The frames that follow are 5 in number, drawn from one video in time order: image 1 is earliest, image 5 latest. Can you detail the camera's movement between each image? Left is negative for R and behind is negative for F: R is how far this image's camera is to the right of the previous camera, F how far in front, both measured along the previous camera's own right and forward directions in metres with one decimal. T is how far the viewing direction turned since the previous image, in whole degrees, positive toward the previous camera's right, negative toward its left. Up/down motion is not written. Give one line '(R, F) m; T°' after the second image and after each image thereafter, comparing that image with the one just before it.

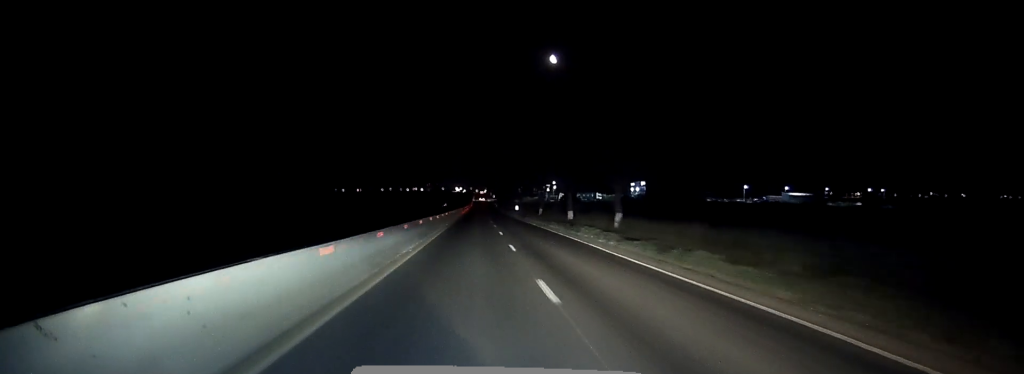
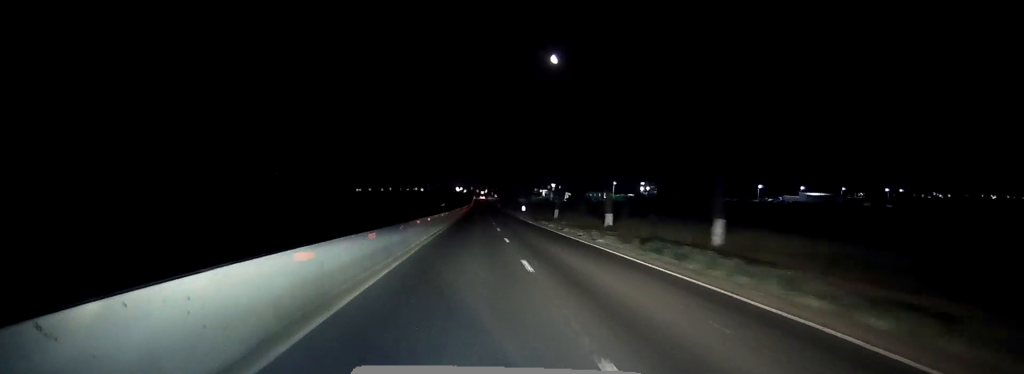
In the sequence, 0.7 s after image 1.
(0.0, +19.4) m; 0°
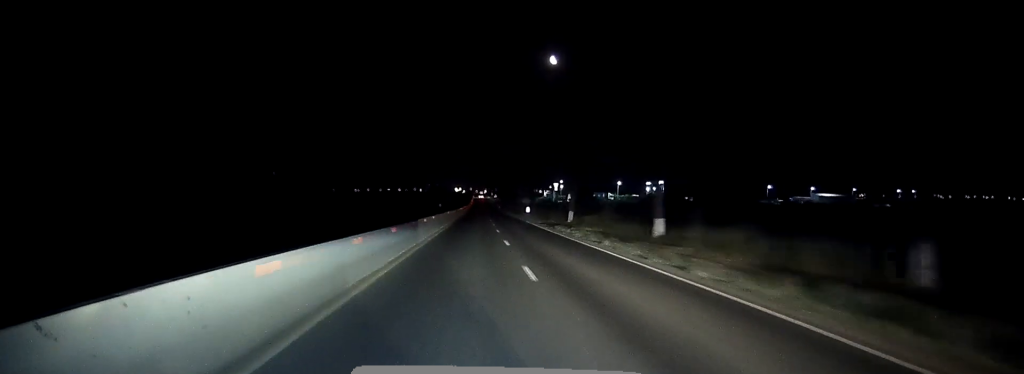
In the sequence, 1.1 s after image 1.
(0.0, +13.6) m; 0°
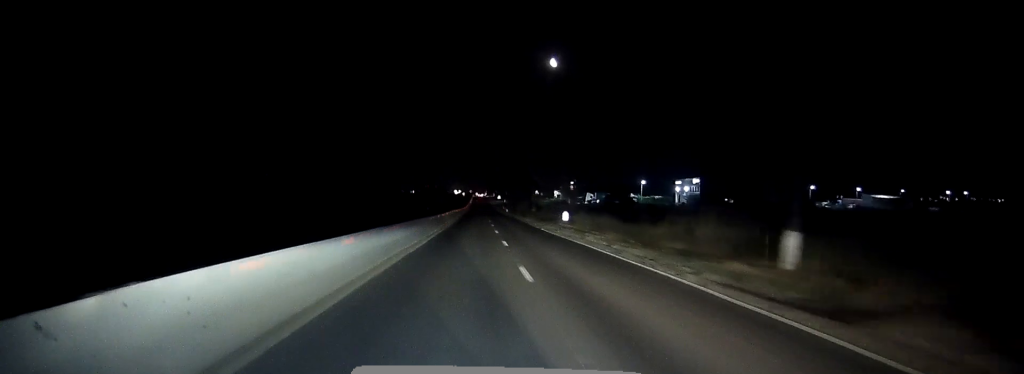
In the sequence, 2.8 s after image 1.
(+0.1, +48.4) m; 0°
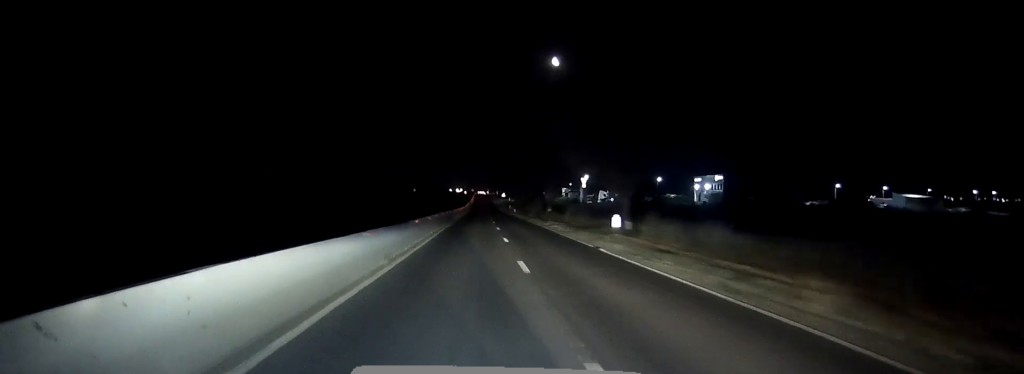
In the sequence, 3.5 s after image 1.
(-0.1, +21.3) m; 0°
